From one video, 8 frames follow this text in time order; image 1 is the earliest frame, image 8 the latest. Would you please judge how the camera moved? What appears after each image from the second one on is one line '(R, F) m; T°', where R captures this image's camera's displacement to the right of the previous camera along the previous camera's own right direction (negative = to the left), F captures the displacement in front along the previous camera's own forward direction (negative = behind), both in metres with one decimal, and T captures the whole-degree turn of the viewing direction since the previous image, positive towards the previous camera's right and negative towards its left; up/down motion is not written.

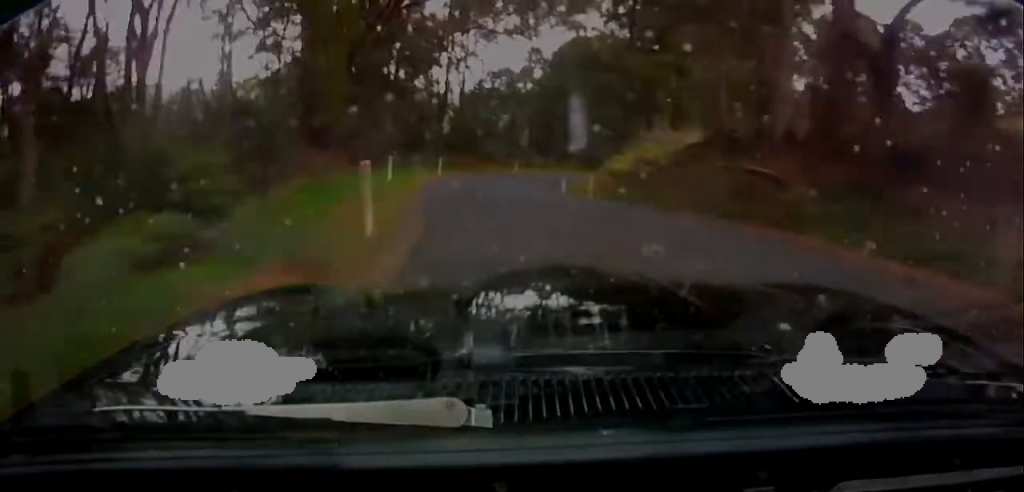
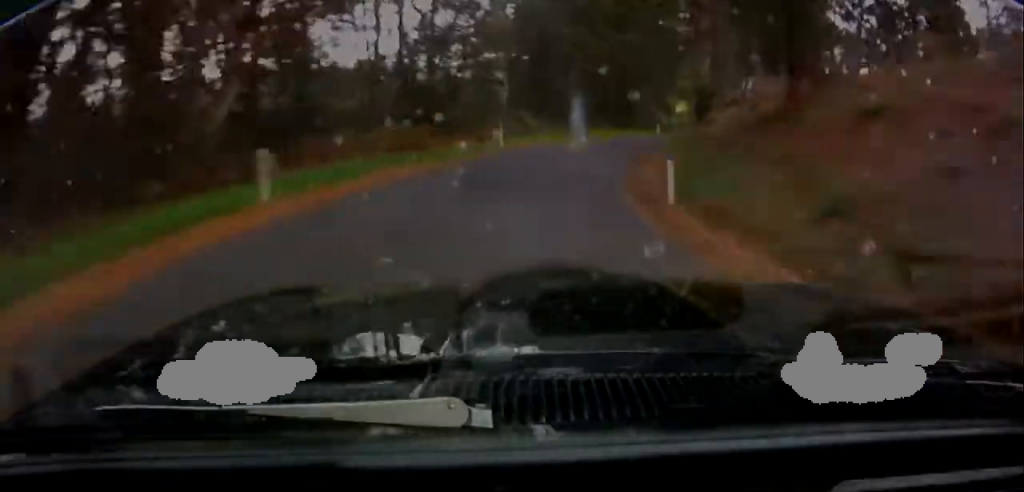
(+0.9, +23.6) m; +3°
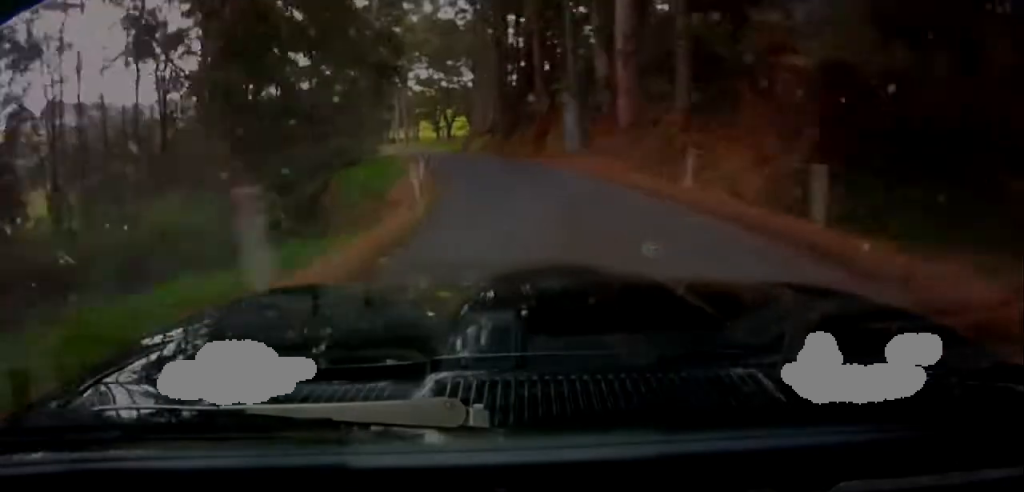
(+11.5, +74.6) m; +14°
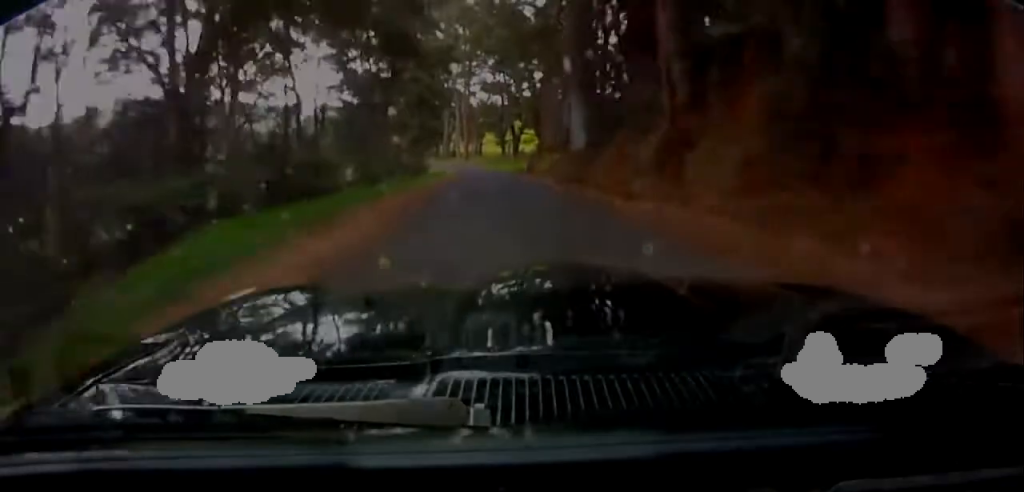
(+0.5, +19.4) m; -1°
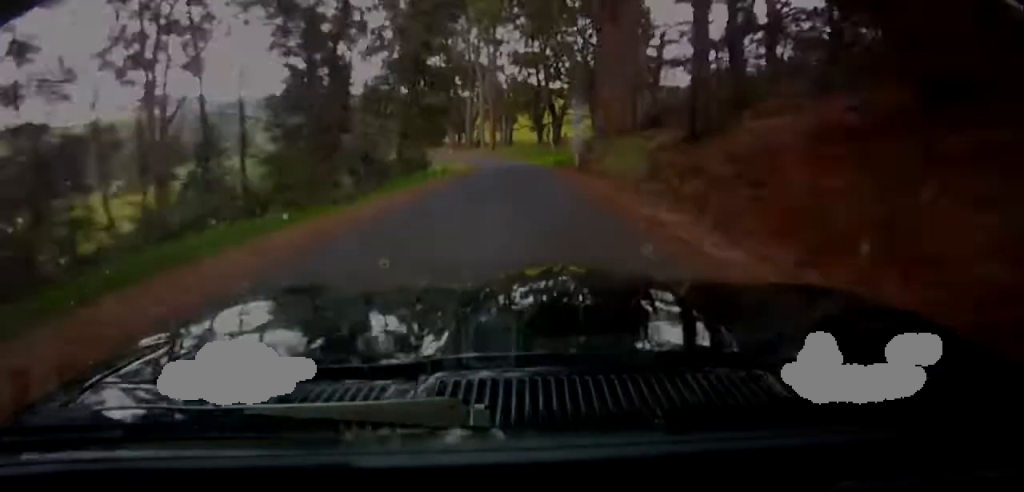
(-0.9, +23.2) m; -4°
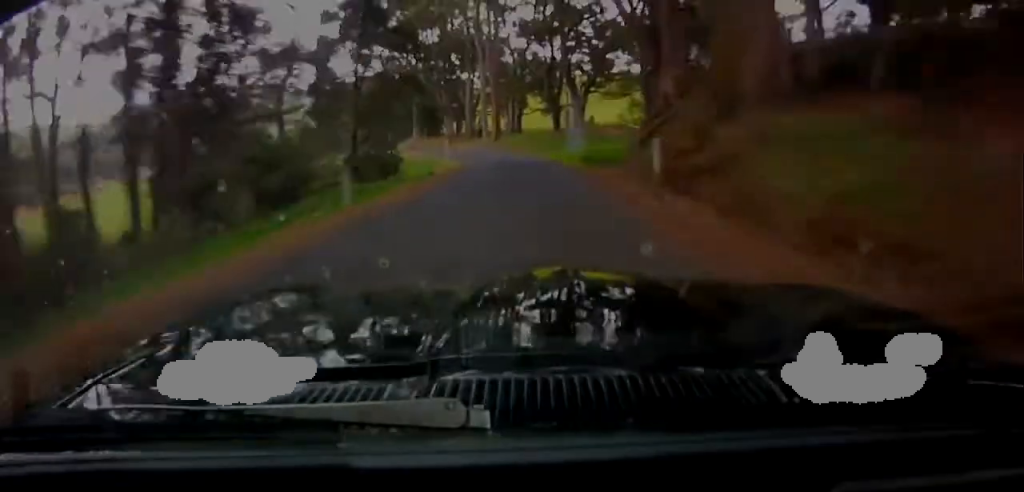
(-0.3, +16.3) m; -3°
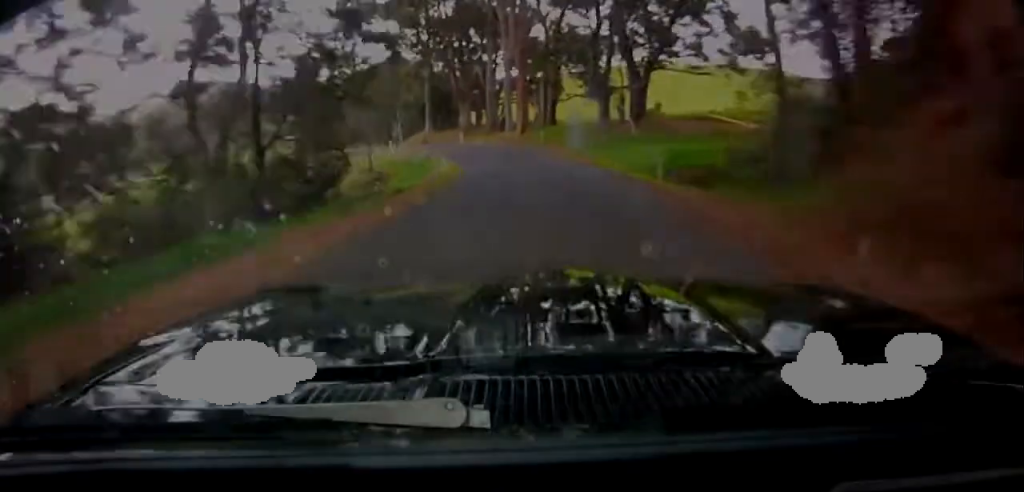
(-0.4, +16.4) m; -3°
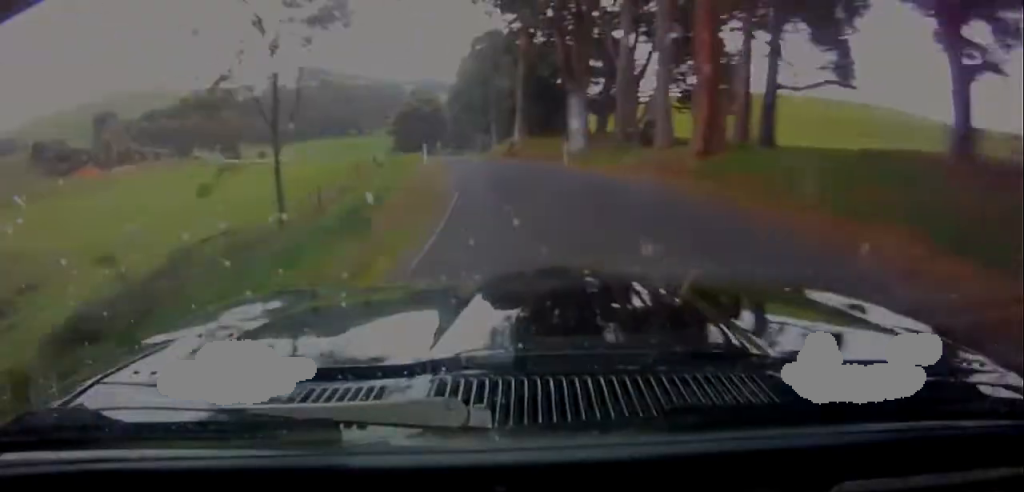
(-1.5, +31.9) m; -7°
